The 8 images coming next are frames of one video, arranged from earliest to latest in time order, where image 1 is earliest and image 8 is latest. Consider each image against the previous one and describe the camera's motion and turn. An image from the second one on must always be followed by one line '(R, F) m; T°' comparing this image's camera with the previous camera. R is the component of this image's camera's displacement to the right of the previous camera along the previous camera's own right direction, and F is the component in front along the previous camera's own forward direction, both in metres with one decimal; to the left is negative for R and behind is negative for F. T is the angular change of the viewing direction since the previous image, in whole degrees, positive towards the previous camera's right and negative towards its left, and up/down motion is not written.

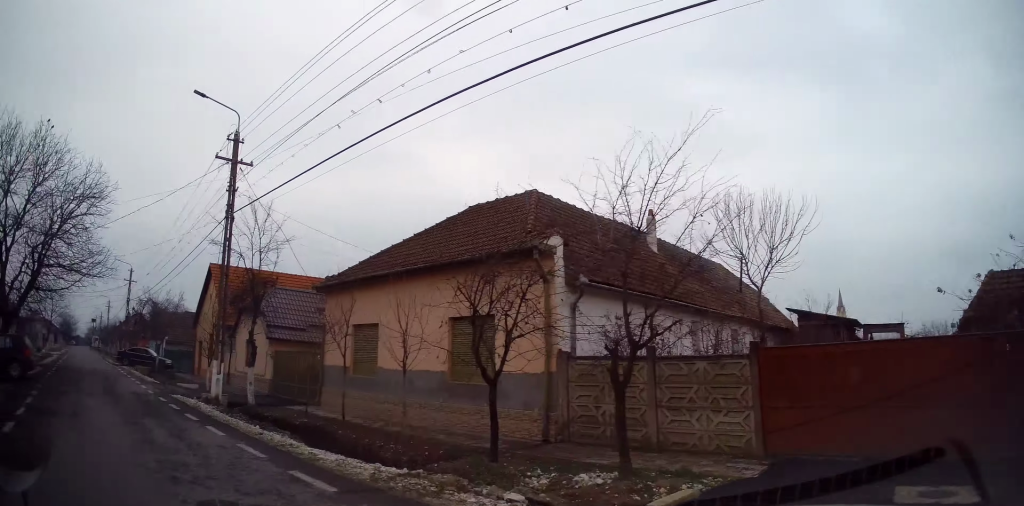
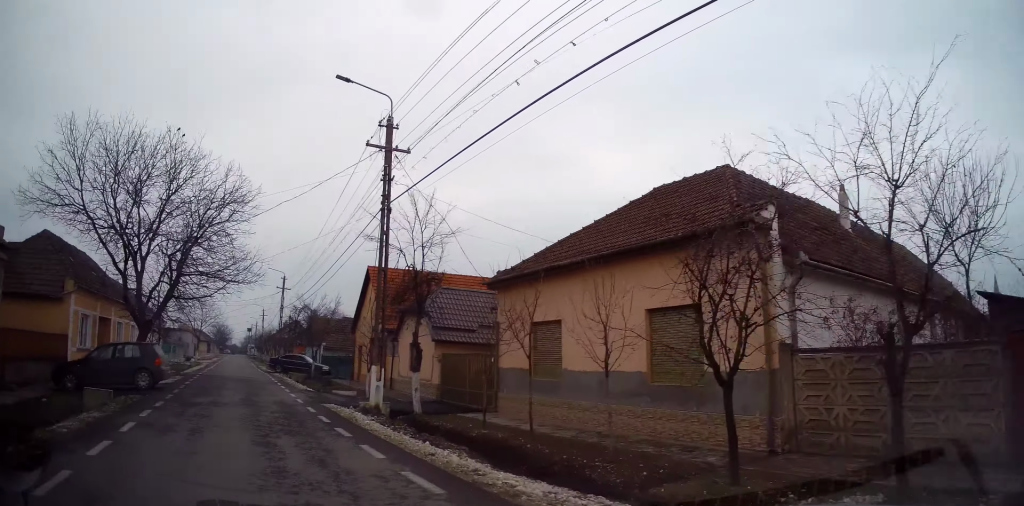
(-0.4, +1.8) m; -11°
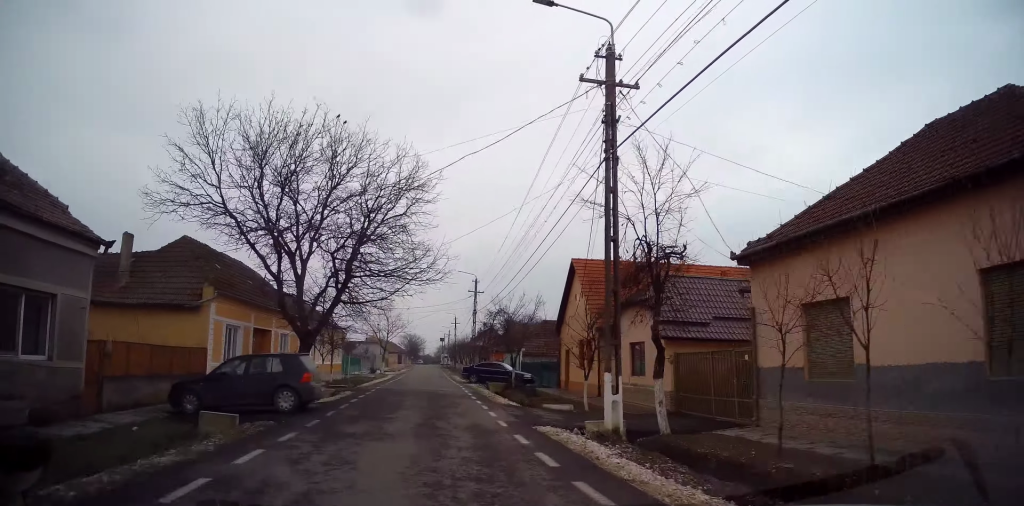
(-0.6, +3.5) m; -15°
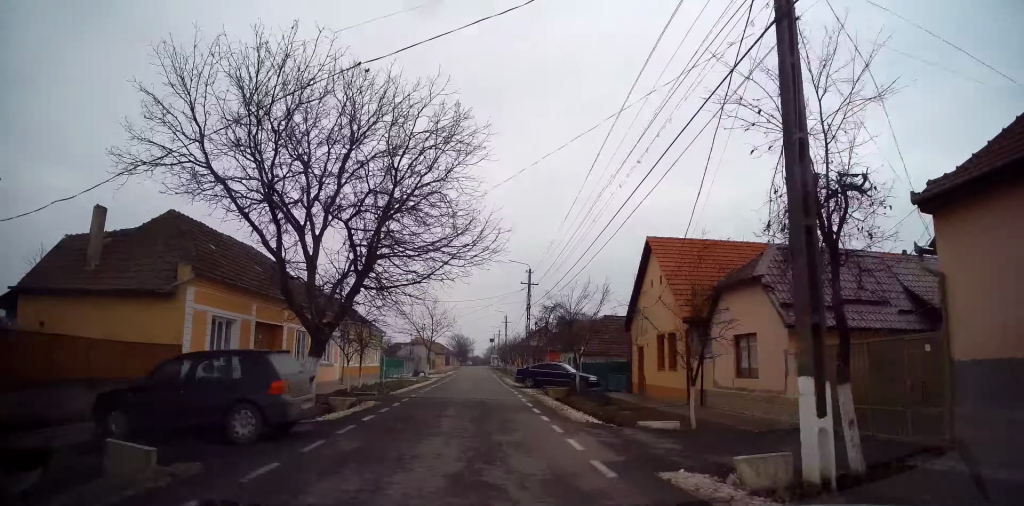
(-0.2, +3.8) m; -8°
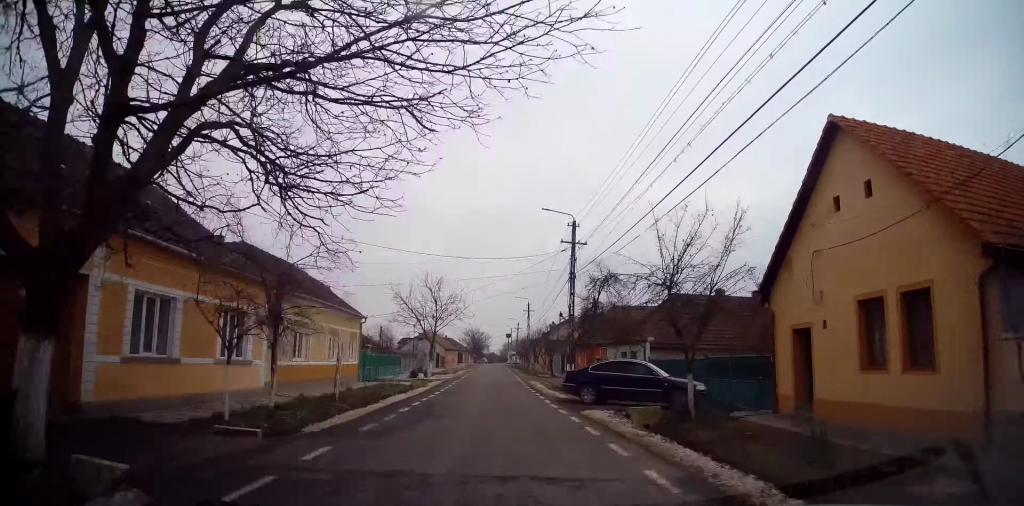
(-0.5, +10.4) m; -1°
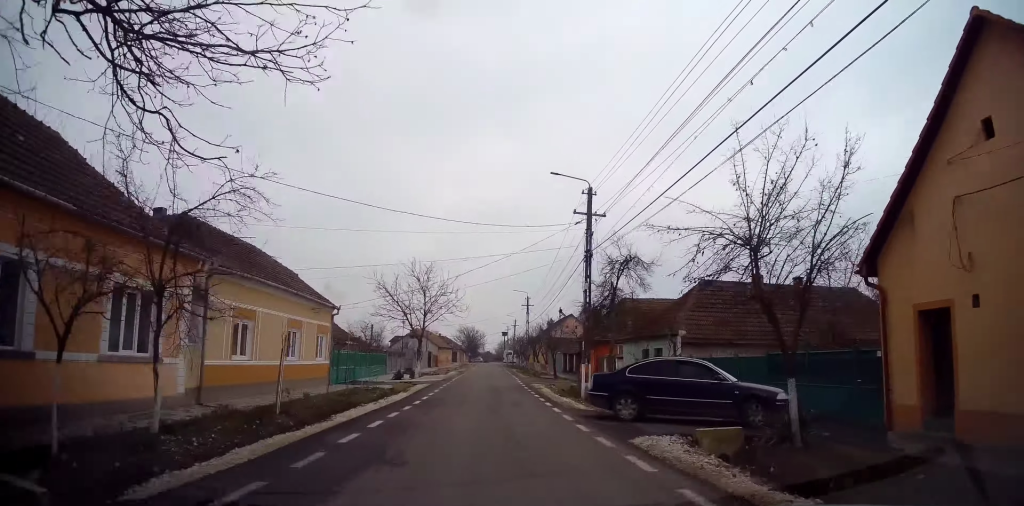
(+0.1, +4.7) m; +1°
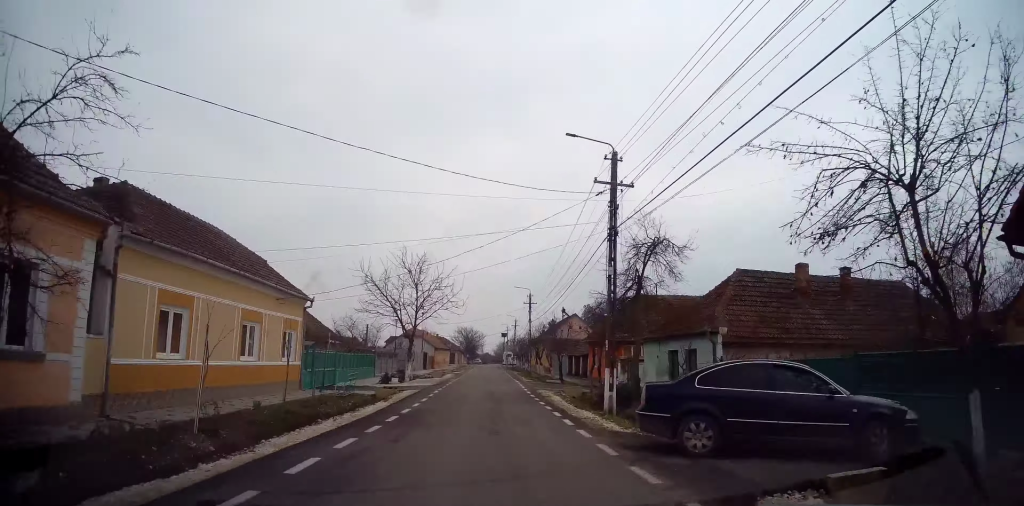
(0.0, +3.7) m; 0°
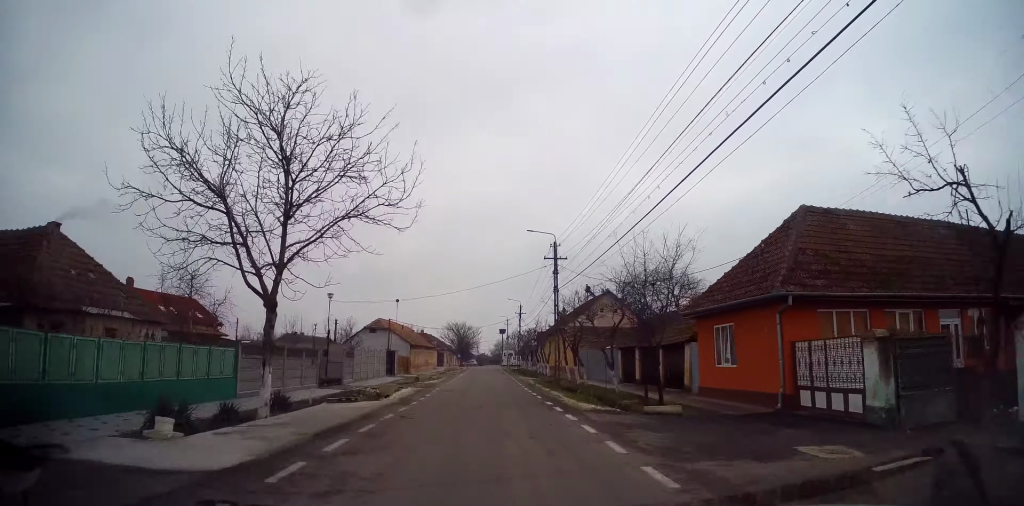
(+0.2, +22.2) m; +1°
